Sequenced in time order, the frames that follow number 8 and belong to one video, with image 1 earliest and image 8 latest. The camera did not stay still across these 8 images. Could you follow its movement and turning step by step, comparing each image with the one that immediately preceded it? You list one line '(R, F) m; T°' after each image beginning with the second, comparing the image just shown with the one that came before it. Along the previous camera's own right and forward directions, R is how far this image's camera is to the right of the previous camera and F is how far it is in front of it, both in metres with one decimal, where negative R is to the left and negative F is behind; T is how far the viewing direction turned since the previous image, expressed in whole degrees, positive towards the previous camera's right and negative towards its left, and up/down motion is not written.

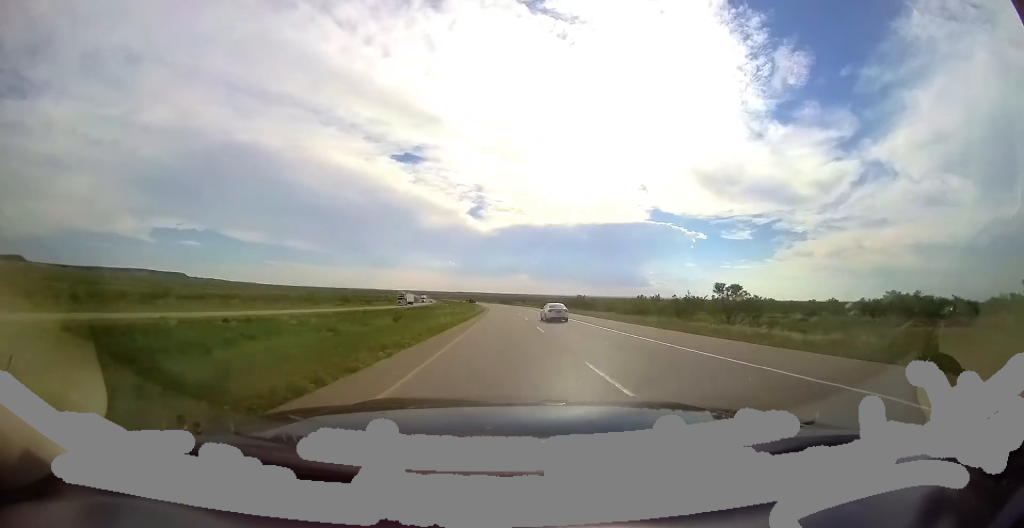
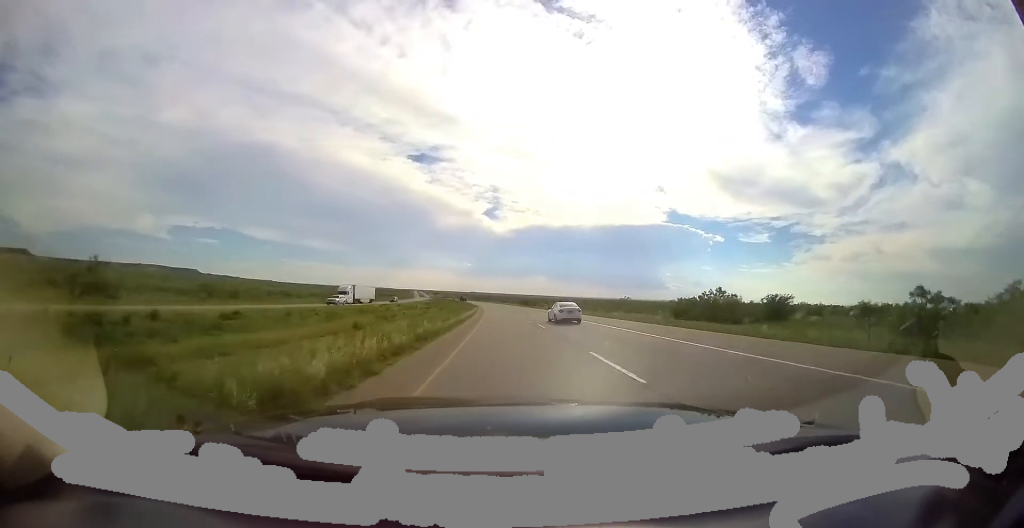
(-1.7, +70.8) m; -4°
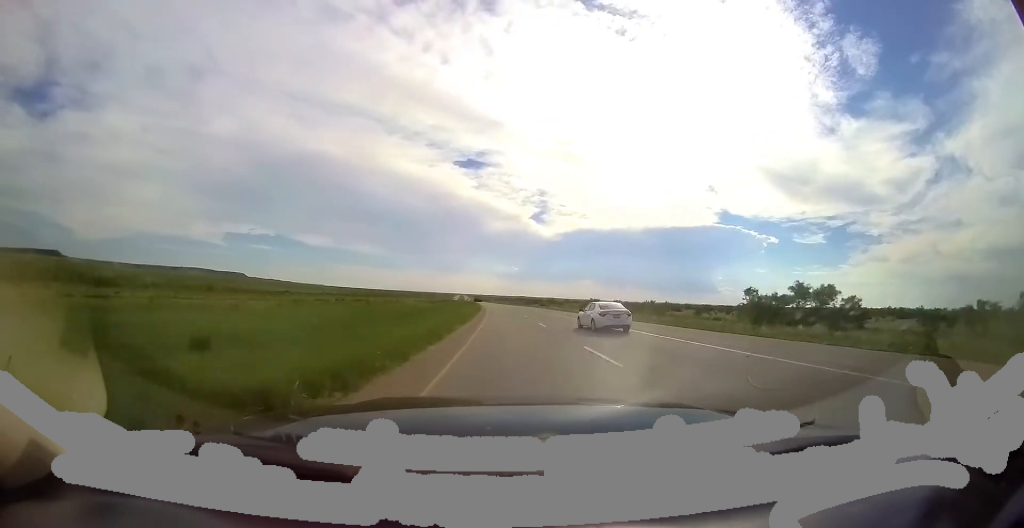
(-8.8, +121.8) m; -8°
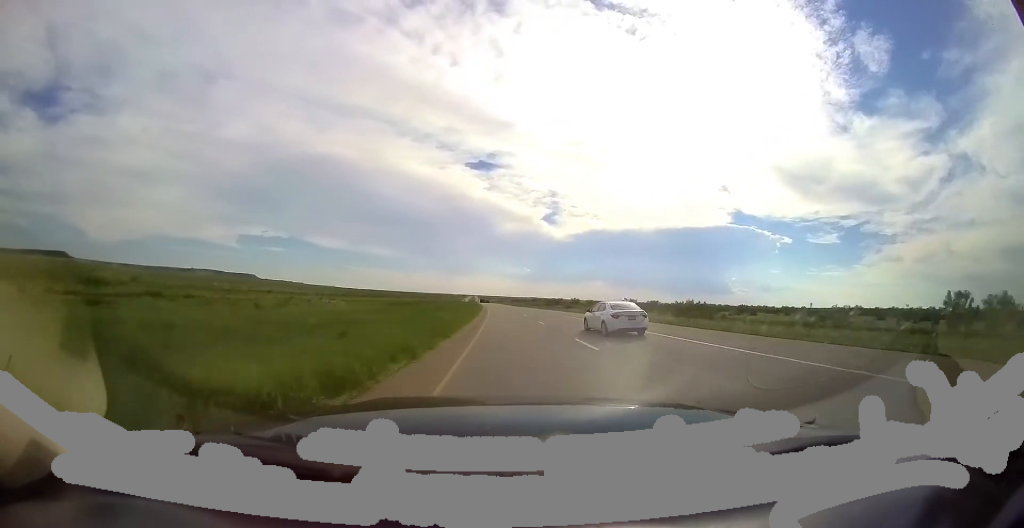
(-0.6, +34.1) m; -1°
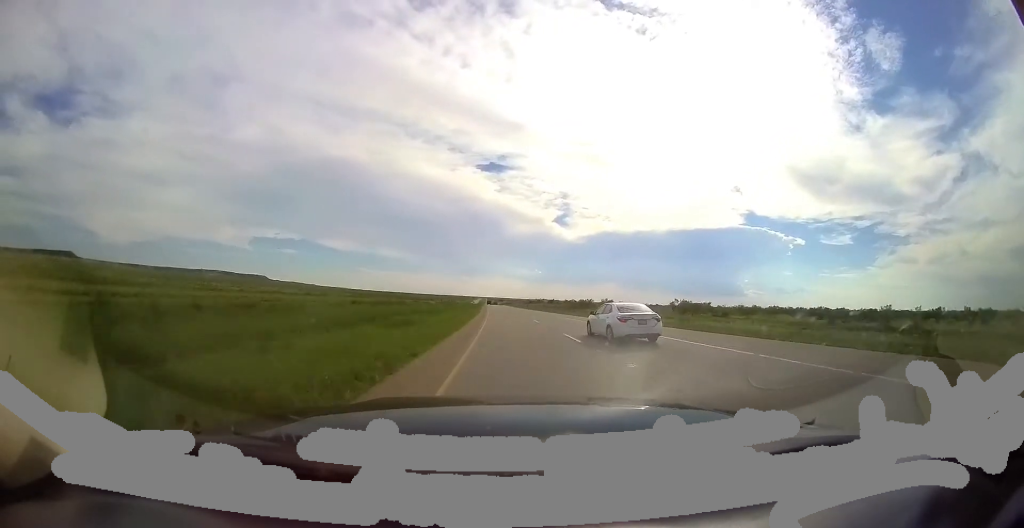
(+0.3, +34.0) m; -1°
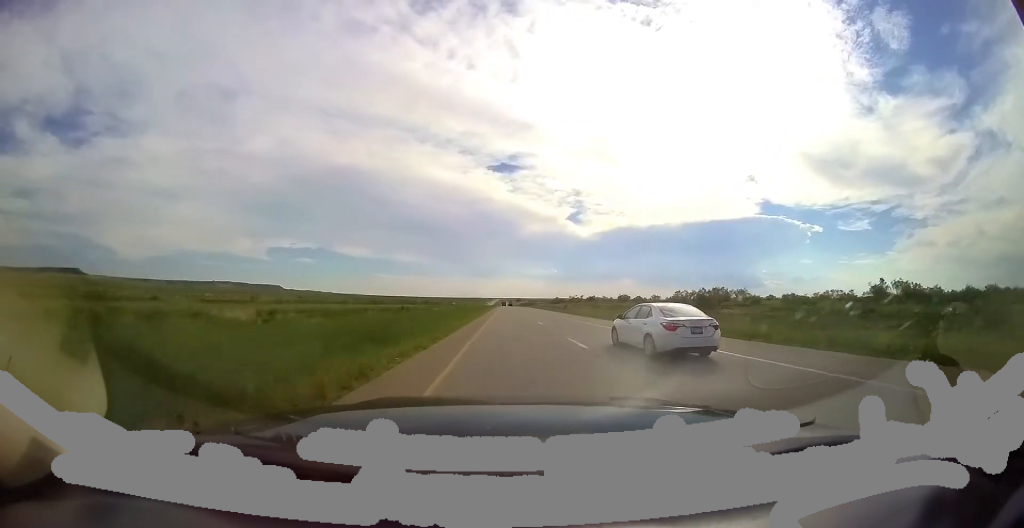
(-2.2, +63.0) m; -1°
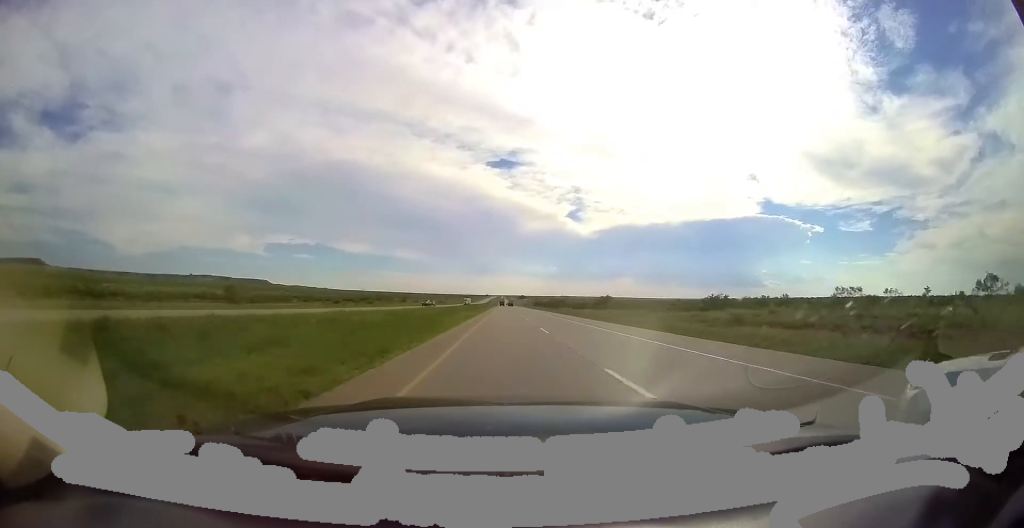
(+0.2, +189.2) m; 0°
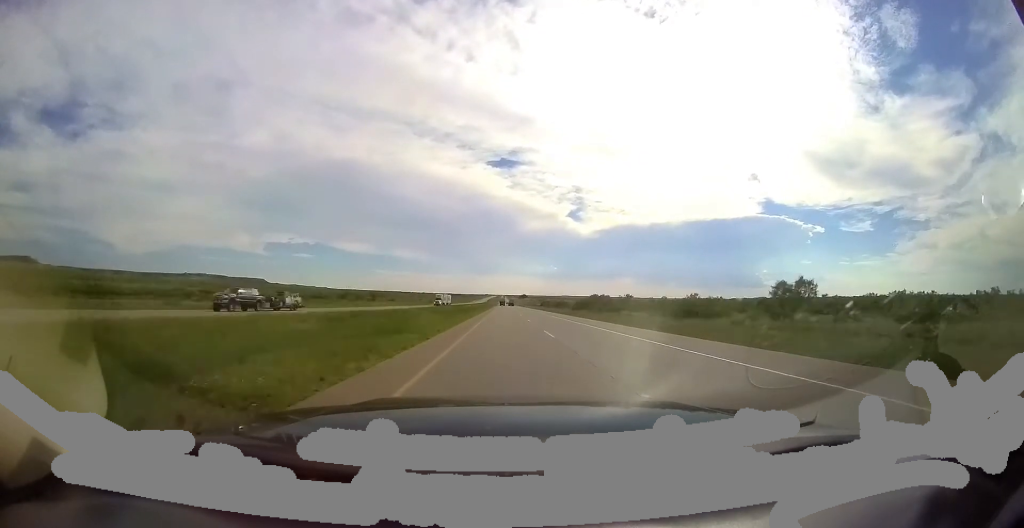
(-0.2, +51.1) m; 0°
